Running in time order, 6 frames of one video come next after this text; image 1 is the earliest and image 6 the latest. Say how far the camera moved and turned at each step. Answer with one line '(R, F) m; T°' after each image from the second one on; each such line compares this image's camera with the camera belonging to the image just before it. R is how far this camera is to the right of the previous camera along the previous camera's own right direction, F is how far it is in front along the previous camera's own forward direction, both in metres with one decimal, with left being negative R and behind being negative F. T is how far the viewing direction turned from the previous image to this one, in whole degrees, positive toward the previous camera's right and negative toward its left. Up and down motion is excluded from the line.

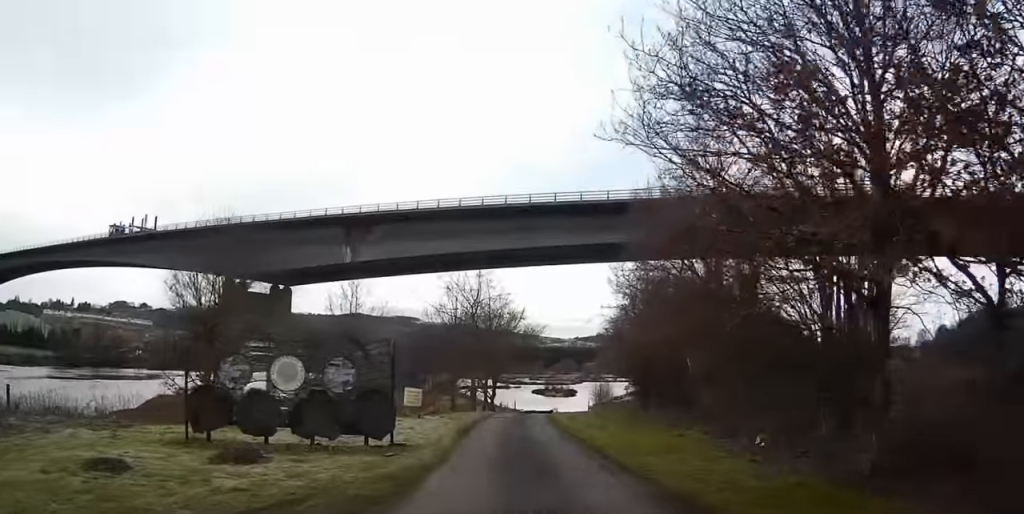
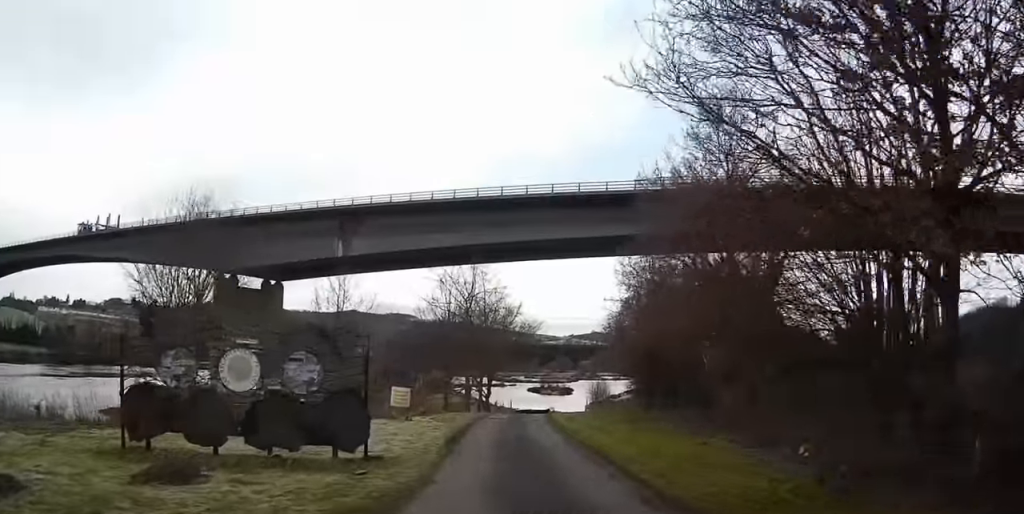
(+0.1, +2.2) m; 0°
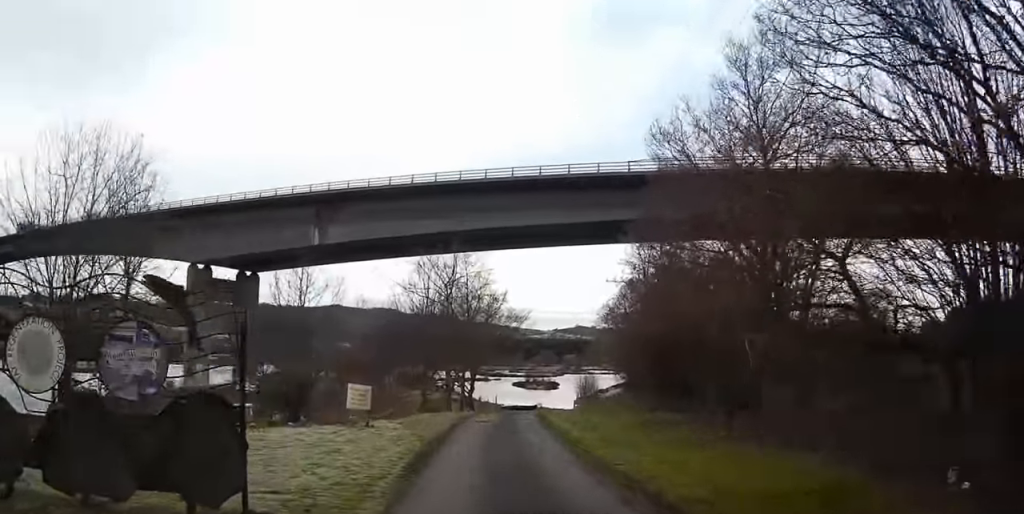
(-0.1, +4.4) m; 0°
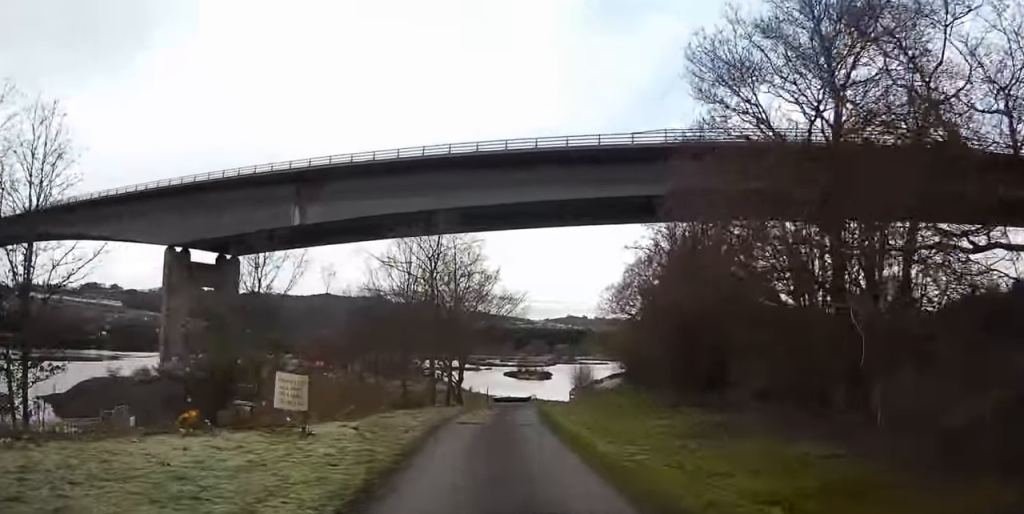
(+0.1, +4.6) m; +2°
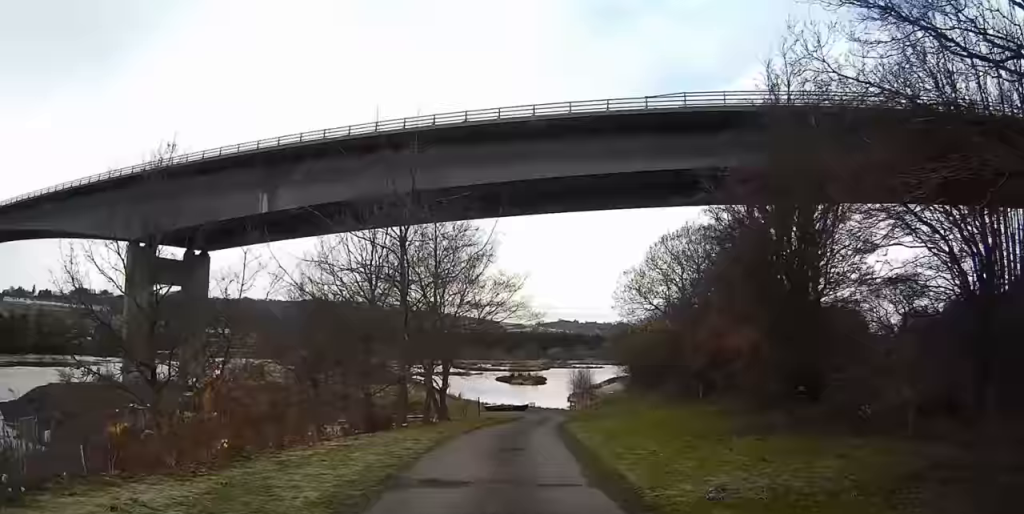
(+0.2, +8.3) m; +5°
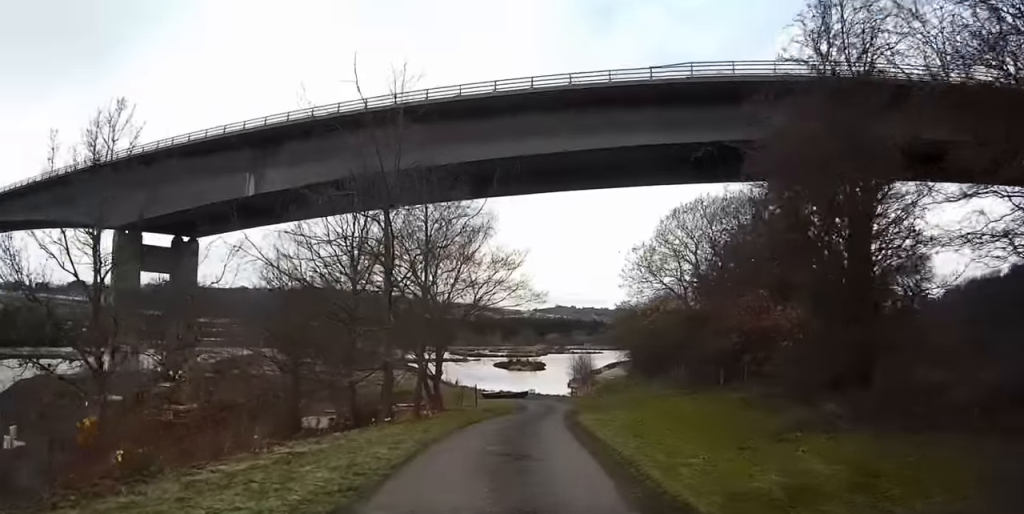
(+0.1, +3.0) m; +1°
